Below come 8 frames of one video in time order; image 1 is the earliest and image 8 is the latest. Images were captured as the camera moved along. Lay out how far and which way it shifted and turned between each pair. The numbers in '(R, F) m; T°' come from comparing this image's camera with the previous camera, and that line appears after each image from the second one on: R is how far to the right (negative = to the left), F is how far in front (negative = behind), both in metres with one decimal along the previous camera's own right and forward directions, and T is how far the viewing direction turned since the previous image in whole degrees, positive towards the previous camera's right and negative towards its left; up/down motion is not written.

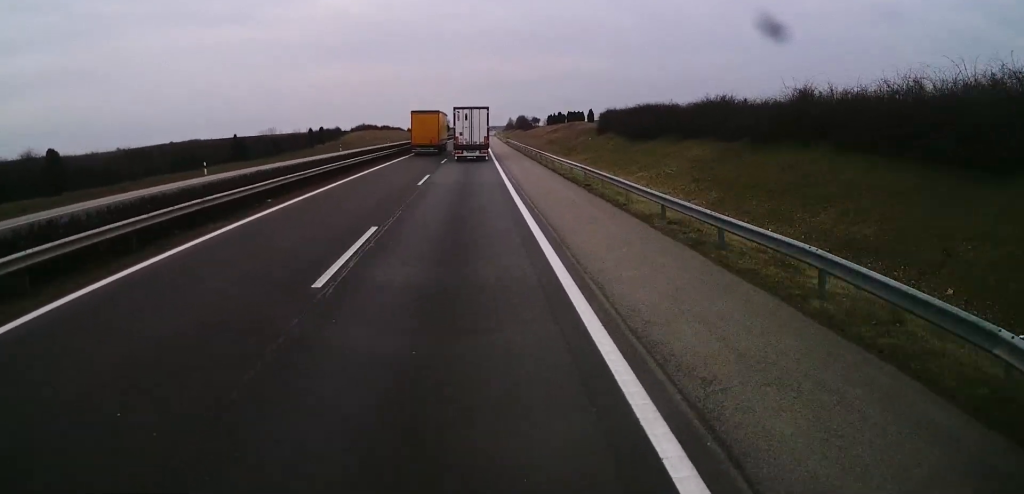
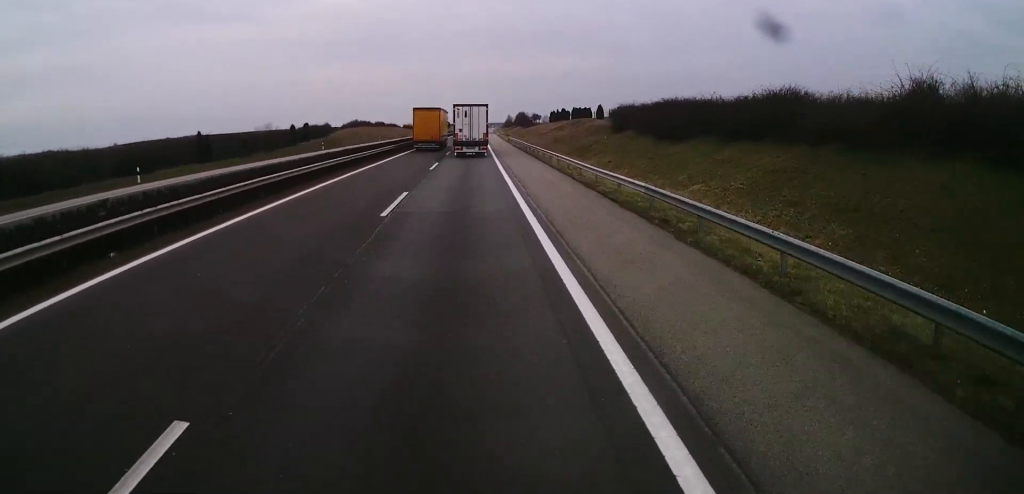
(0.0, +10.7) m; -1°
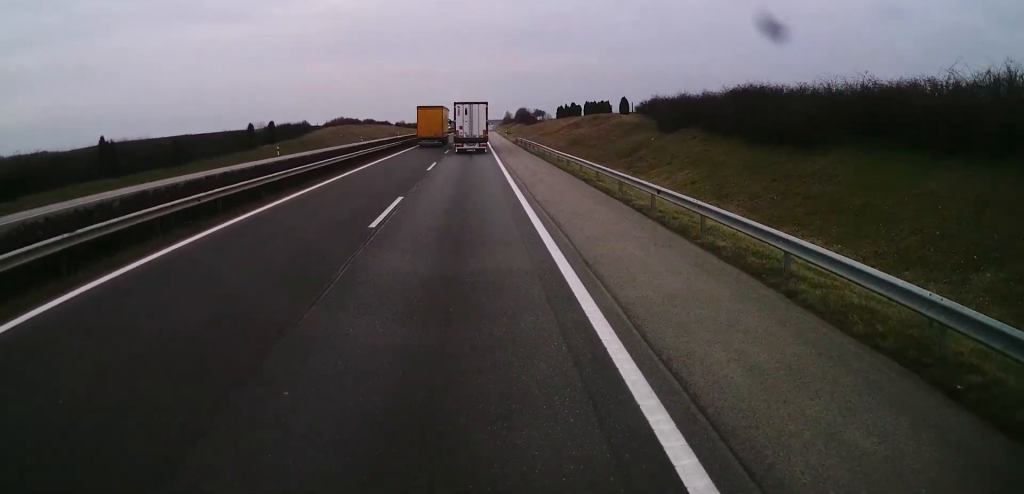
(-0.3, +20.0) m; 0°
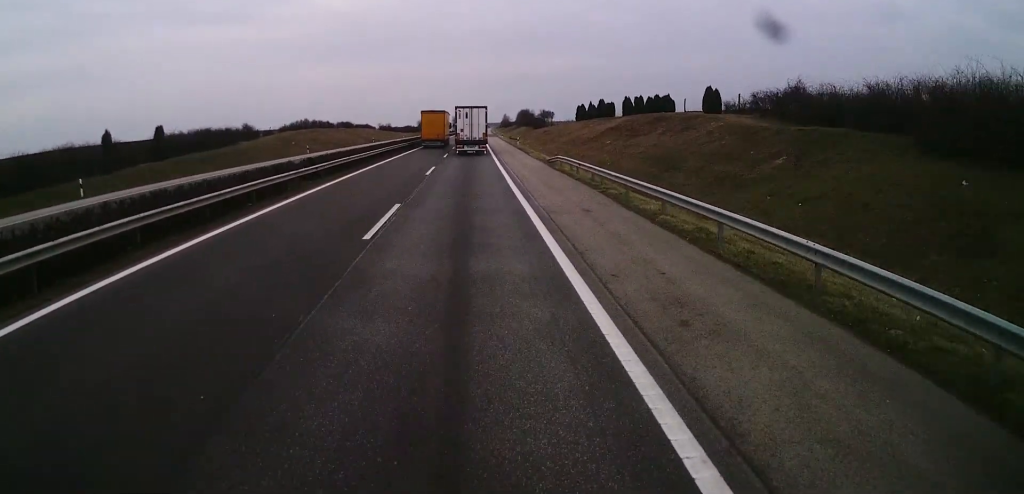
(+0.8, +37.1) m; +1°
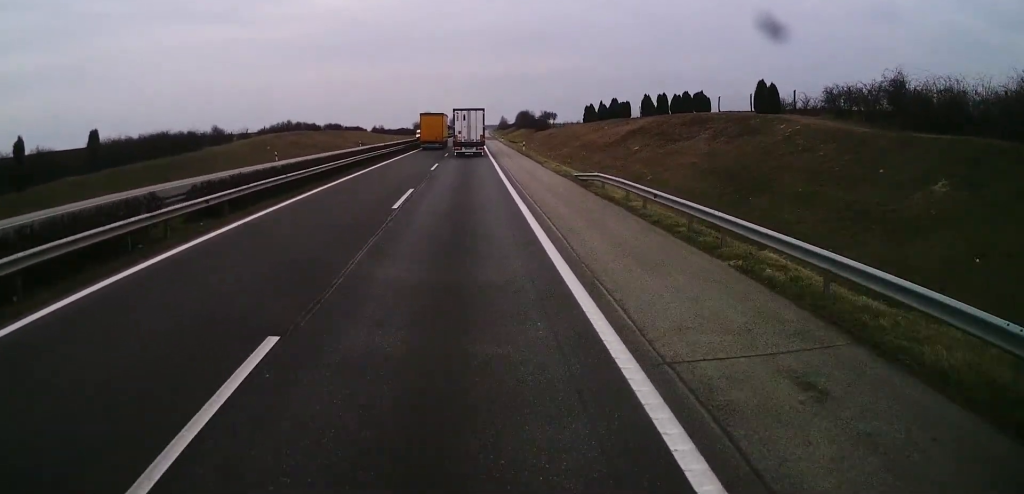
(0.0, +12.4) m; 0°
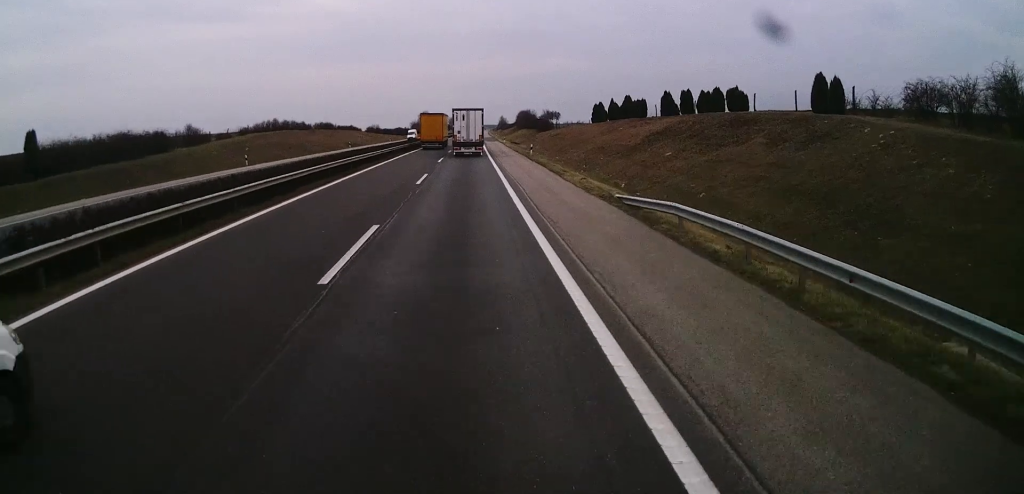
(-0.1, +9.3) m; 0°
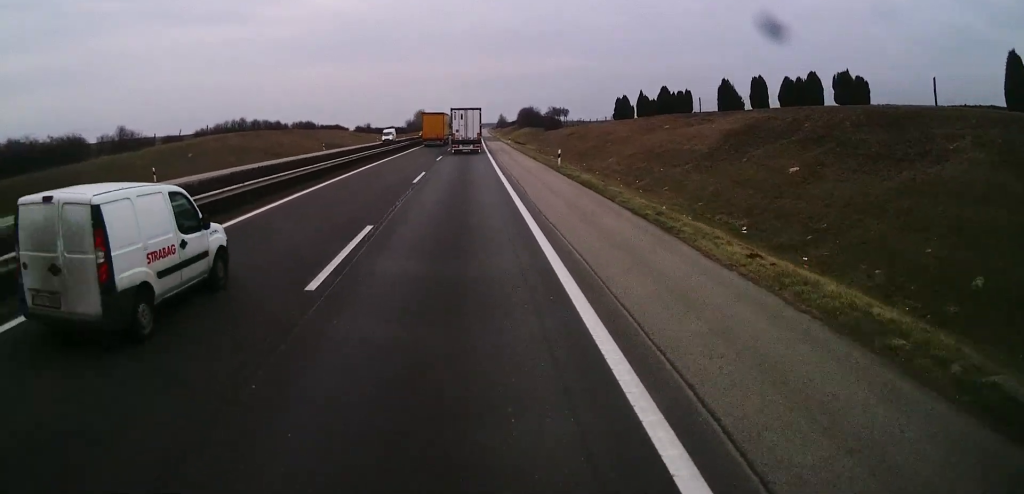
(-0.1, +18.5) m; 0°
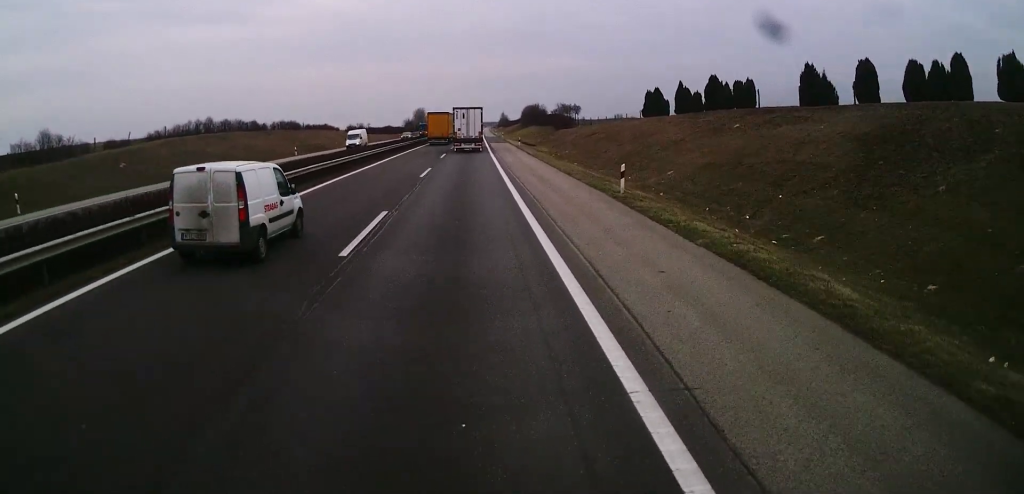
(+0.2, +15.4) m; 0°
